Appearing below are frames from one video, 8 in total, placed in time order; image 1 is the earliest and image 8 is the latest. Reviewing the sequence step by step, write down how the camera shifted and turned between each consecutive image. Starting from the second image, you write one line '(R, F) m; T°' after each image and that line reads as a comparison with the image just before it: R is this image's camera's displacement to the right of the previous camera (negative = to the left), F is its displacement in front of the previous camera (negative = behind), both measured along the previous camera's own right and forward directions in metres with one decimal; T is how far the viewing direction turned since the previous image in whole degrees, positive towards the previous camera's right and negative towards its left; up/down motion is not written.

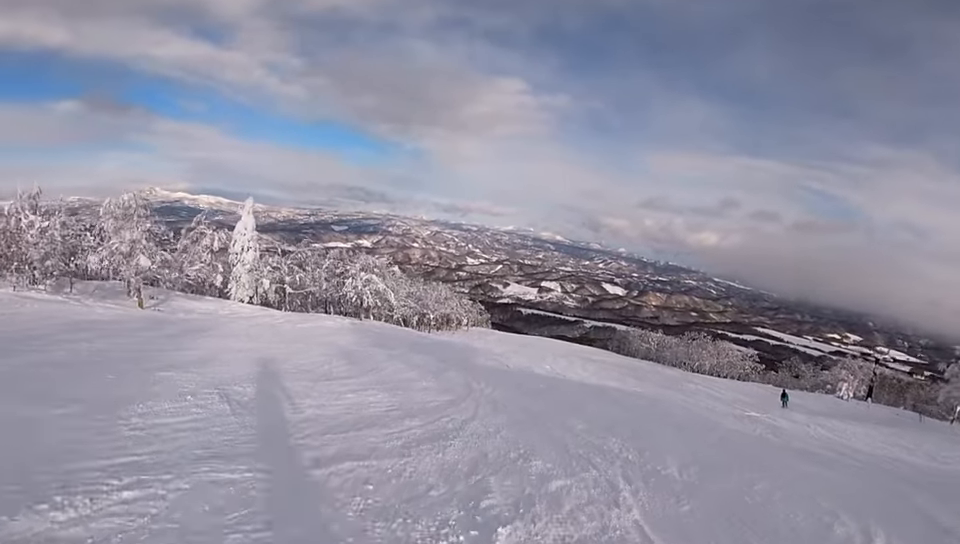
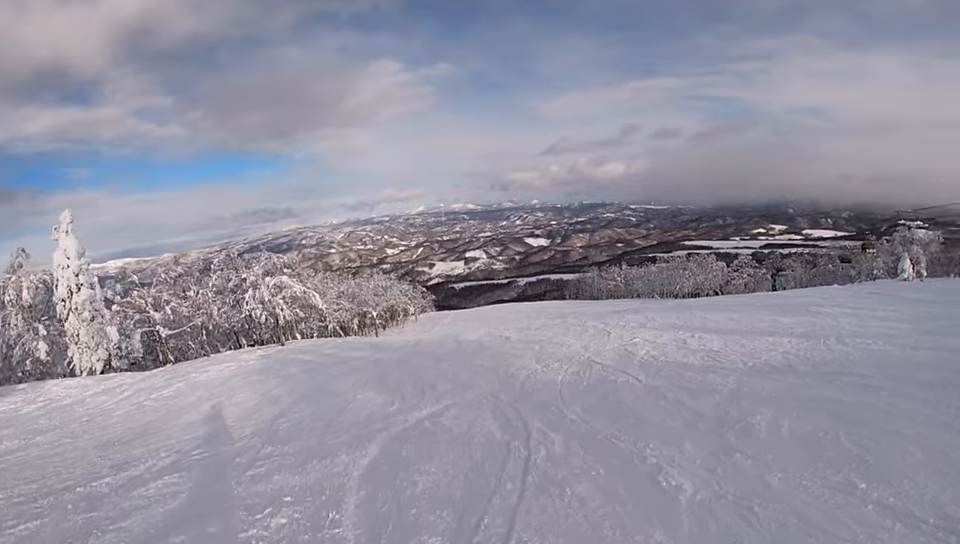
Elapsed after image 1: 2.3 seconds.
(+0.6, +18.7) m; +18°
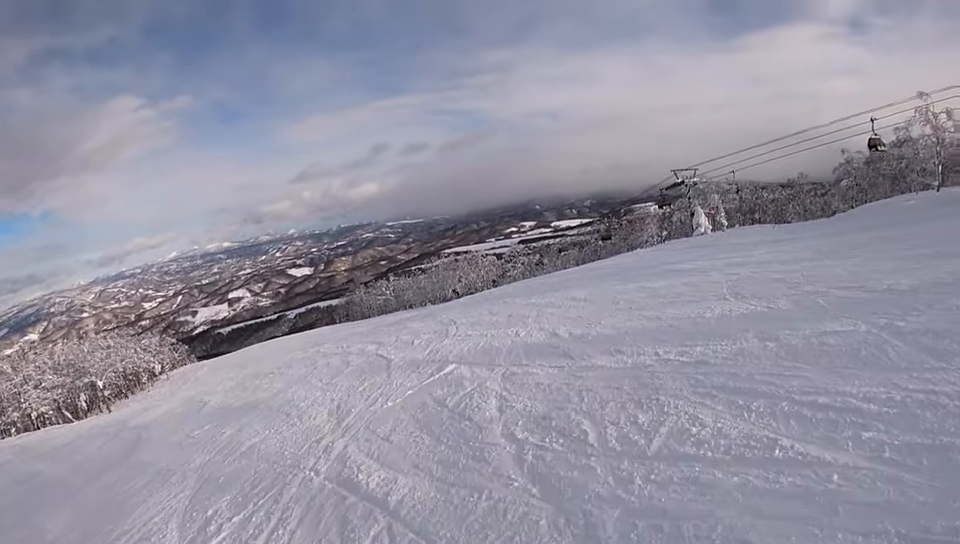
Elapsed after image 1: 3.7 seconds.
(+1.9, +10.6) m; +14°
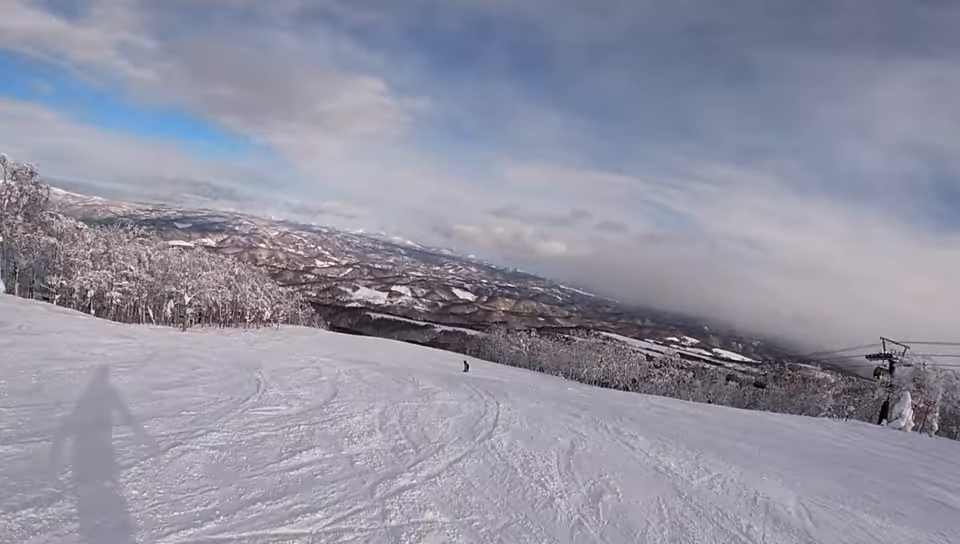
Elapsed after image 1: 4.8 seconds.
(0.0, +9.2) m; -4°
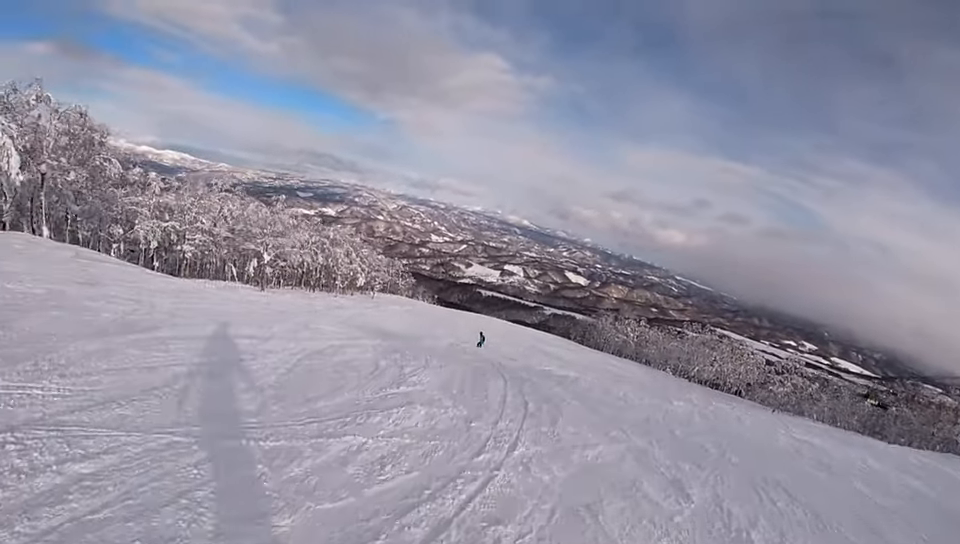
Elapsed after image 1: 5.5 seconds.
(+0.5, +6.1) m; -18°
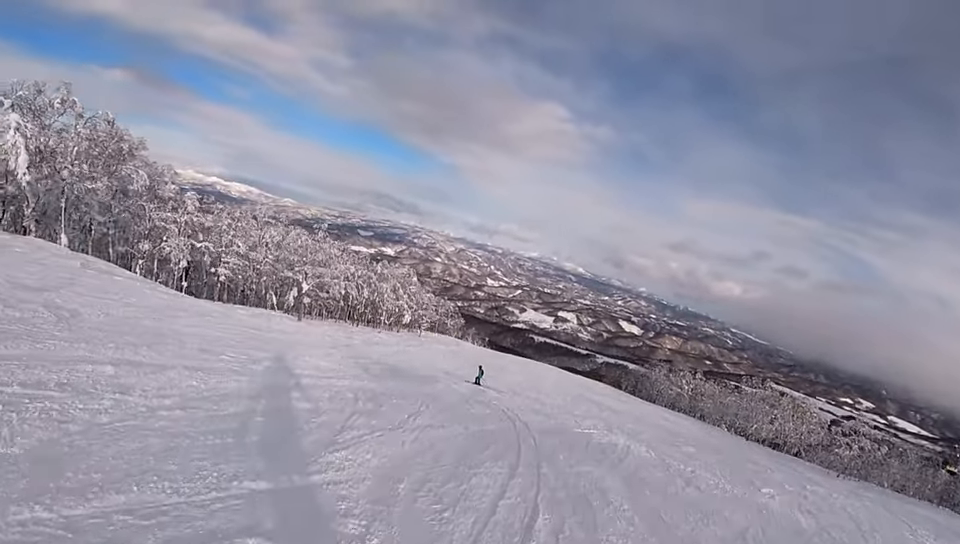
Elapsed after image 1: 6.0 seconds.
(-1.1, +3.1) m; -12°
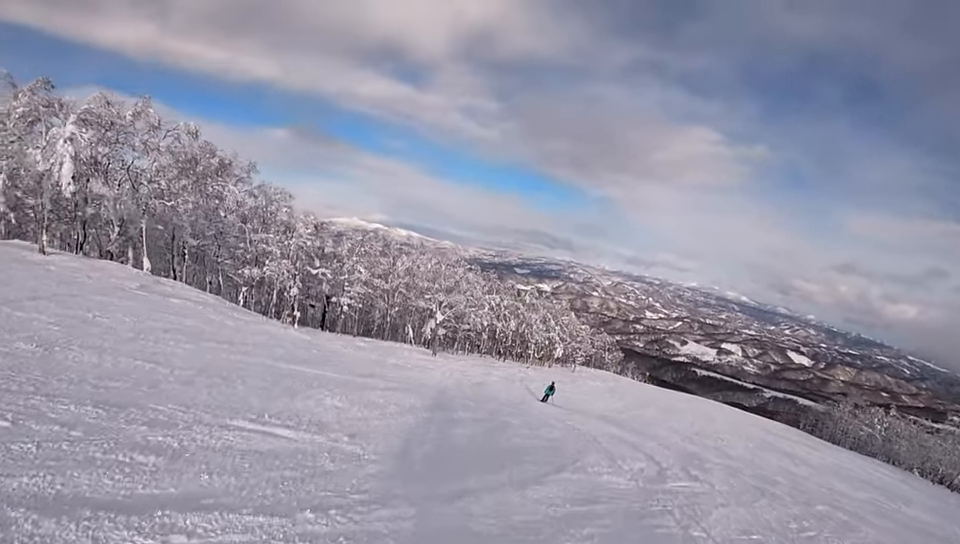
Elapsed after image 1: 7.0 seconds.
(-2.3, +7.5) m; -13°
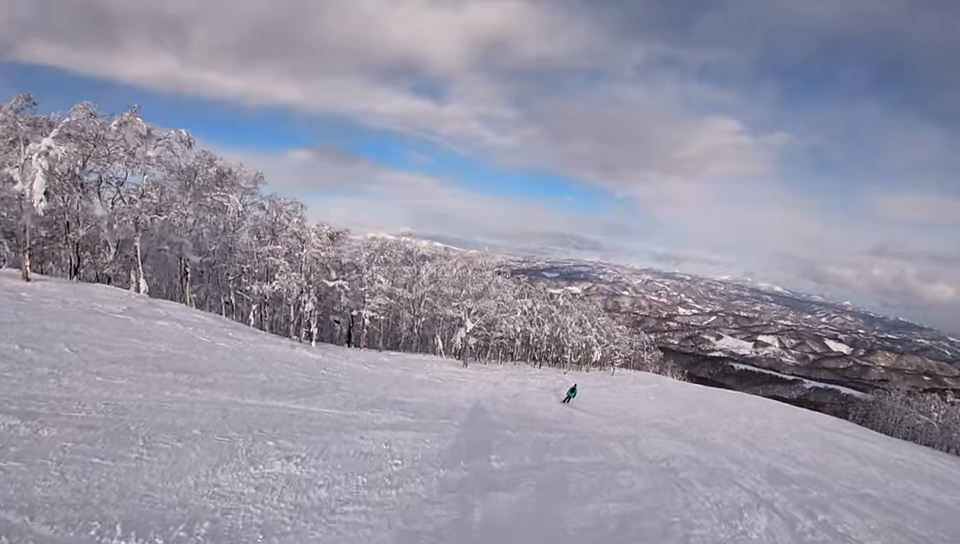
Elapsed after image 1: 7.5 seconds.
(-0.4, +3.6) m; +6°
